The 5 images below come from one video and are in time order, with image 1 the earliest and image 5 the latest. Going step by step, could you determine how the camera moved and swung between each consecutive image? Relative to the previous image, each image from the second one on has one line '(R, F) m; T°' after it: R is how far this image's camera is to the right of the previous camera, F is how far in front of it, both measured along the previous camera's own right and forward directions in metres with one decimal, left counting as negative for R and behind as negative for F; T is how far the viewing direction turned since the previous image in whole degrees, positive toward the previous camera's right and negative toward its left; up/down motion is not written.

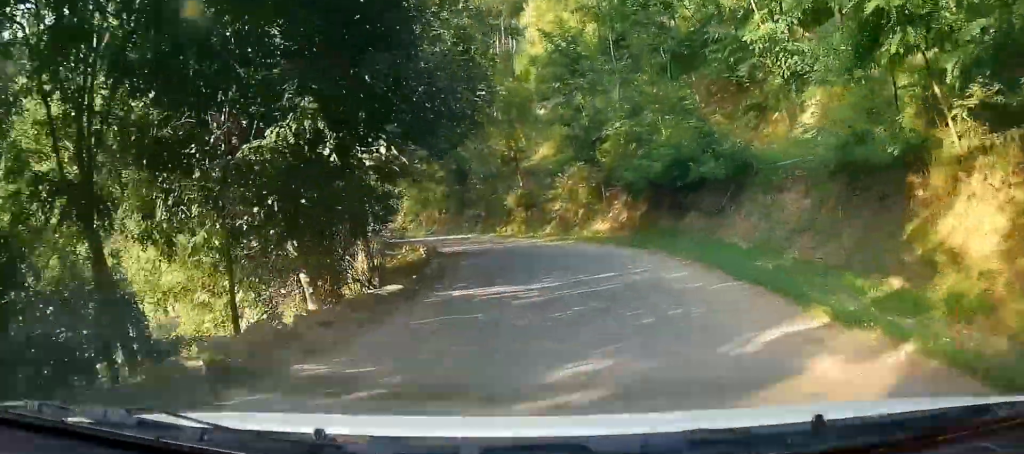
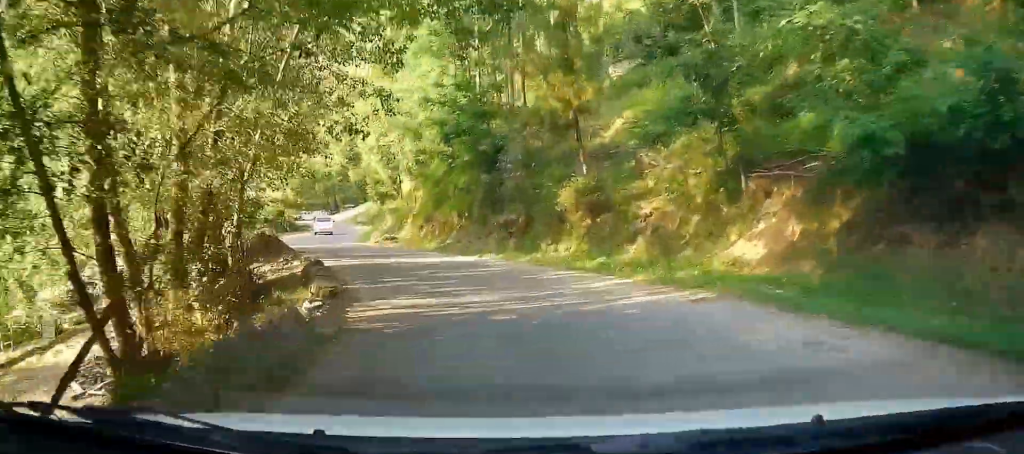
(+1.0, +13.5) m; +1°
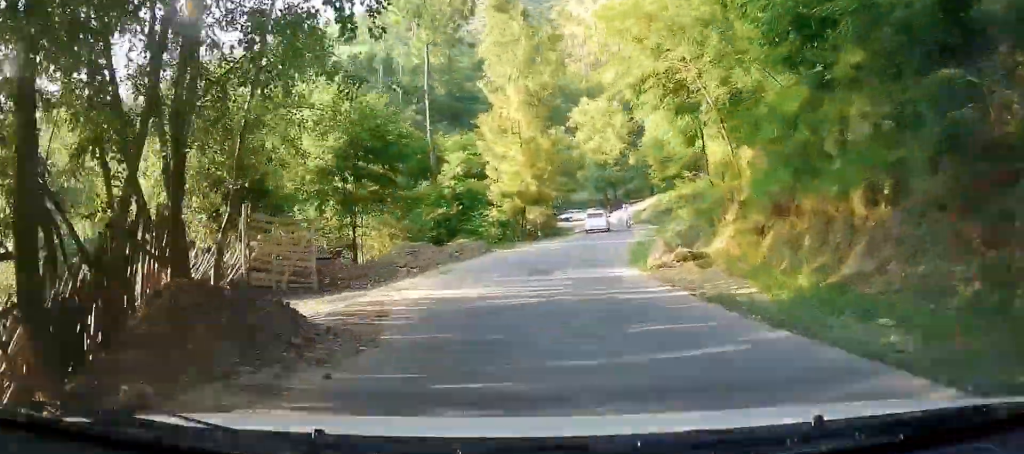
(-1.1, +17.1) m; -10°
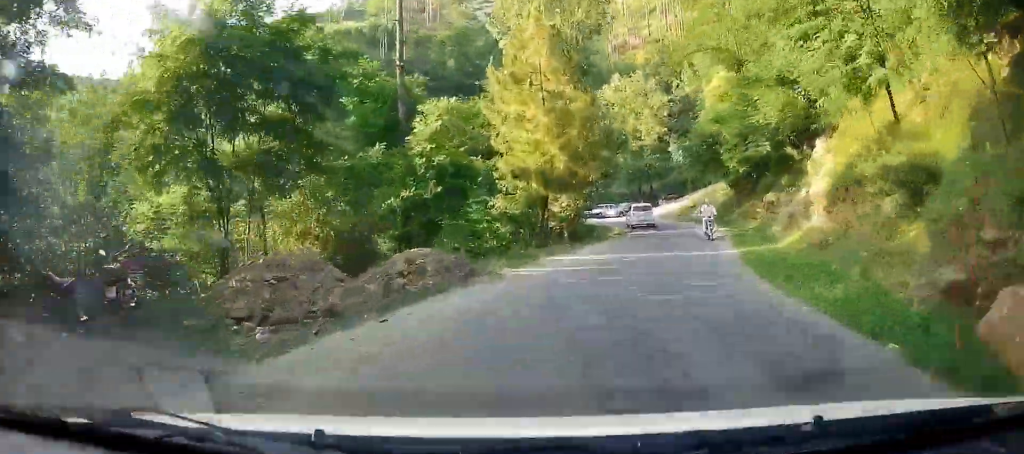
(-1.0, +12.0) m; -4°
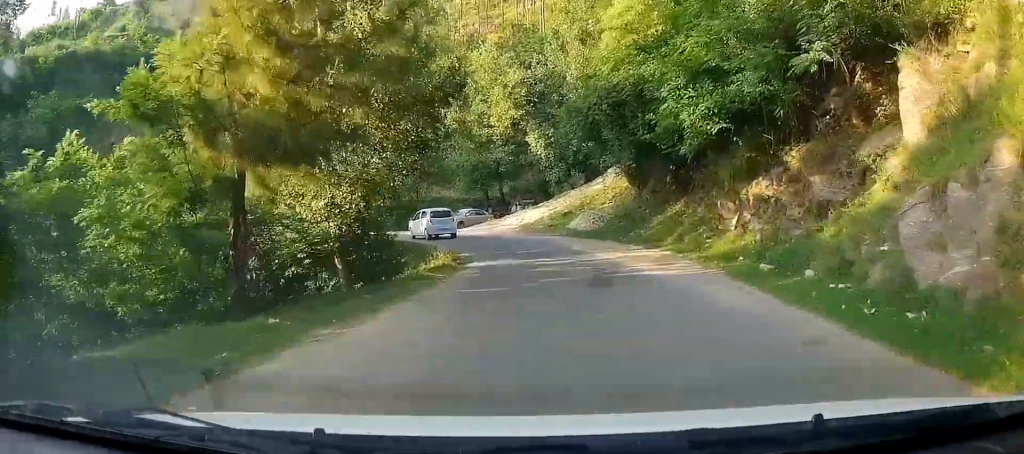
(0.0, +16.0) m; +3°
